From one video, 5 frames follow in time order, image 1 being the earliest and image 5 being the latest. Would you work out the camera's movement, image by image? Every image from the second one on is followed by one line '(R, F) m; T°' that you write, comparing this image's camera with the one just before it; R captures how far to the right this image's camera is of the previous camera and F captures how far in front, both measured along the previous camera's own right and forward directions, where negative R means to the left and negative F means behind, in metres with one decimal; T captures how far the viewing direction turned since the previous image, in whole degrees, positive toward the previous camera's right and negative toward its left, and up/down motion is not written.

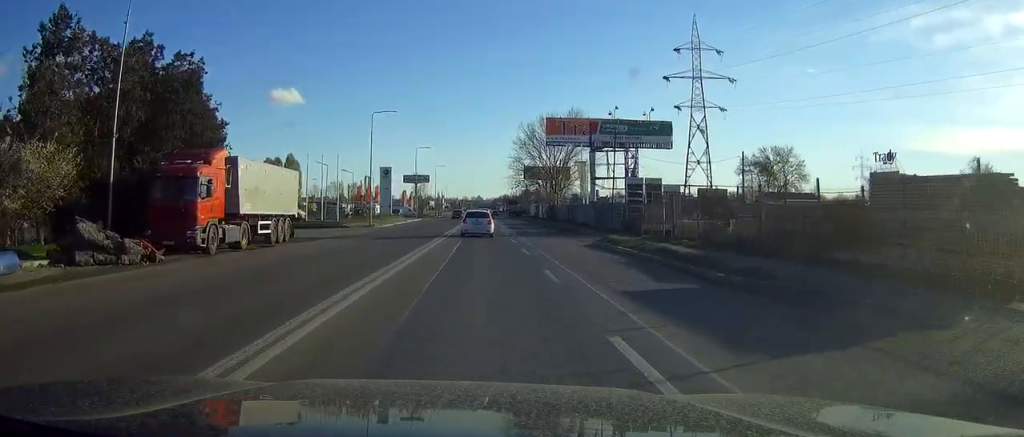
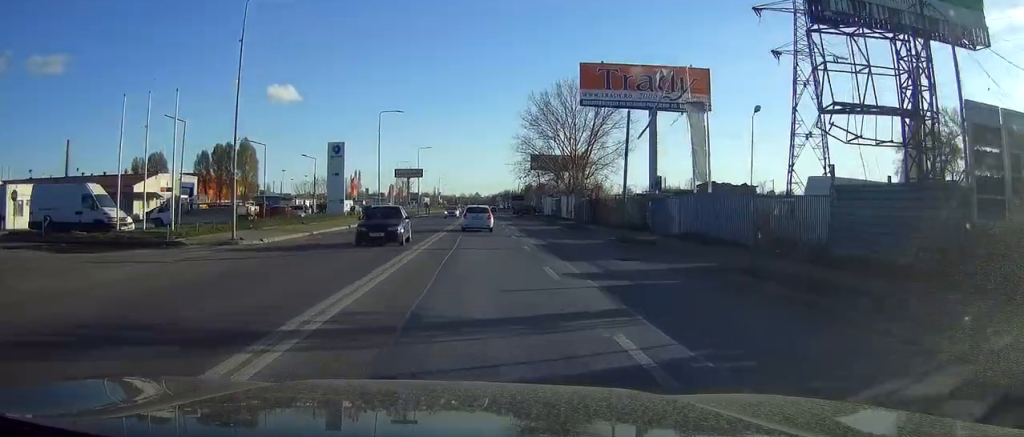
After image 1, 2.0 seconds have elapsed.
(0.0, +37.1) m; 0°
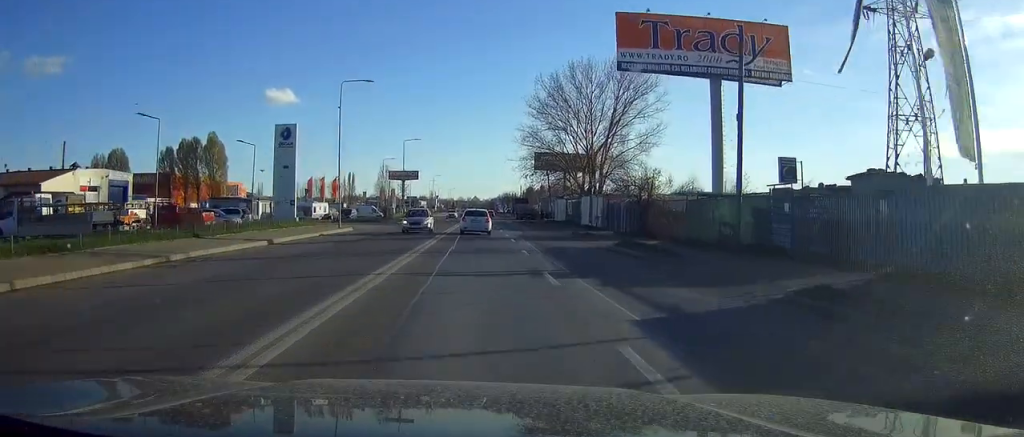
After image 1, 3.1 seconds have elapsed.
(0.0, +18.9) m; 0°
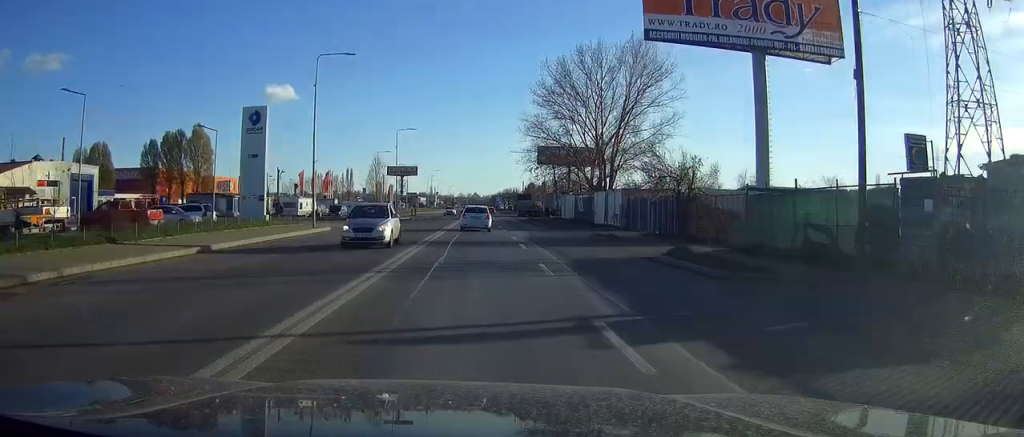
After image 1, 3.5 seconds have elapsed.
(0.0, +7.9) m; 0°
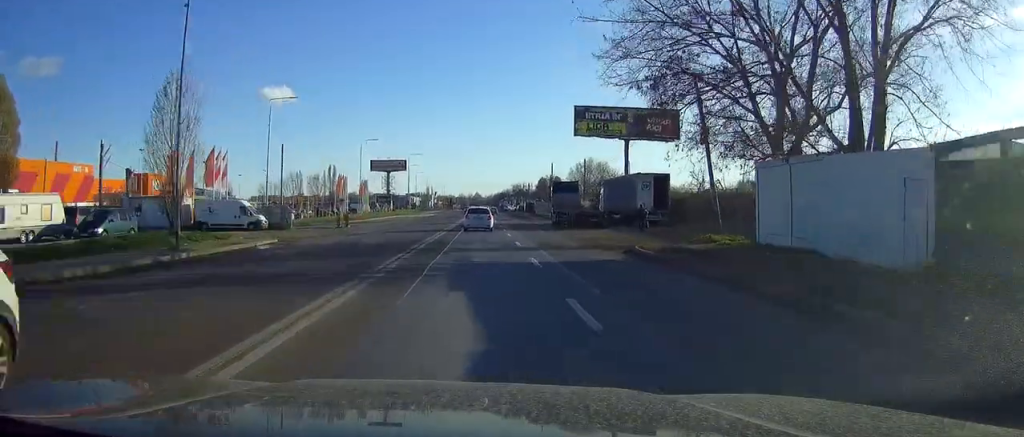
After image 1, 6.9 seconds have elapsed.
(+0.3, +62.2) m; 0°
